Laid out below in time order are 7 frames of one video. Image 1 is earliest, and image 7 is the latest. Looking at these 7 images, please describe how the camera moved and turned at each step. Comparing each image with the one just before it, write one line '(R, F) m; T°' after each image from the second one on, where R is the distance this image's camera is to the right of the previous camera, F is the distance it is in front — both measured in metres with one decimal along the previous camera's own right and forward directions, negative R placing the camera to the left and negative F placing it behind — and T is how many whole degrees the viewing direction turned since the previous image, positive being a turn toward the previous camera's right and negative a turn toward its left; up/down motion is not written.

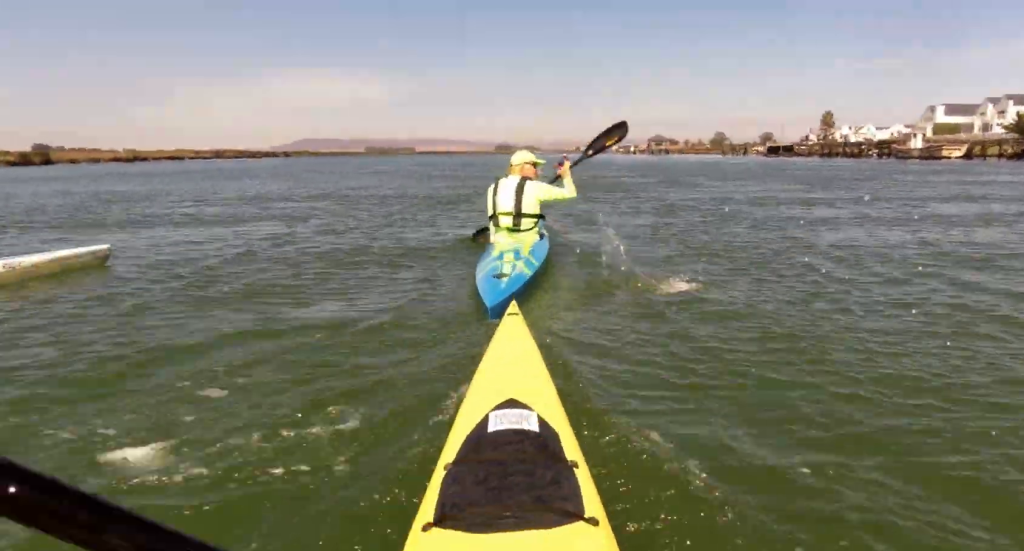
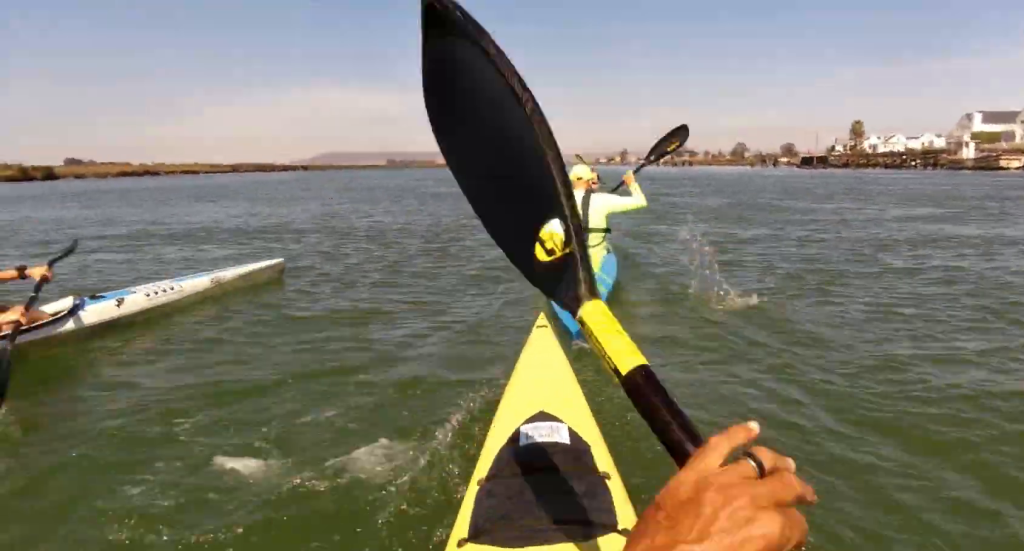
(+0.2, +8.3) m; -2°
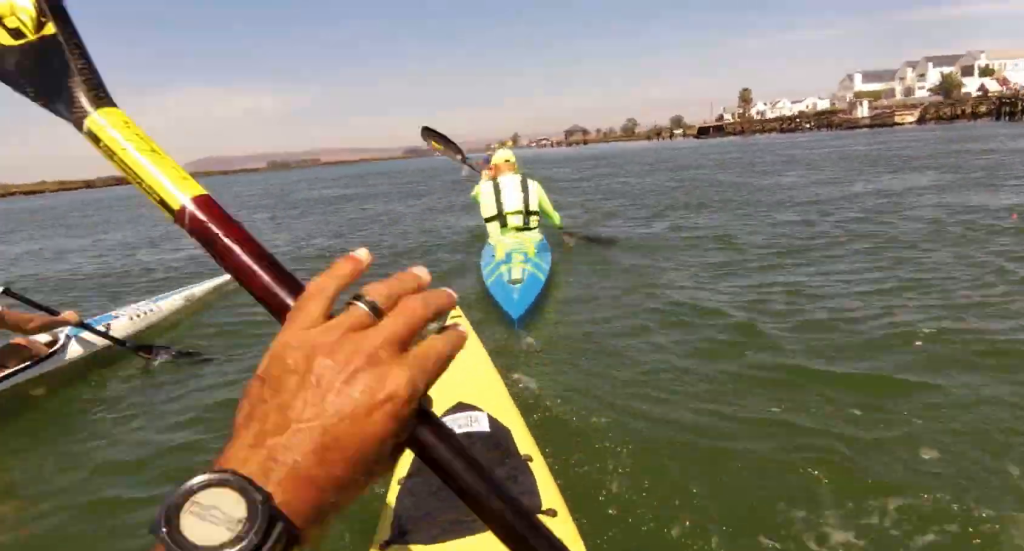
(+0.4, +5.1) m; -2°
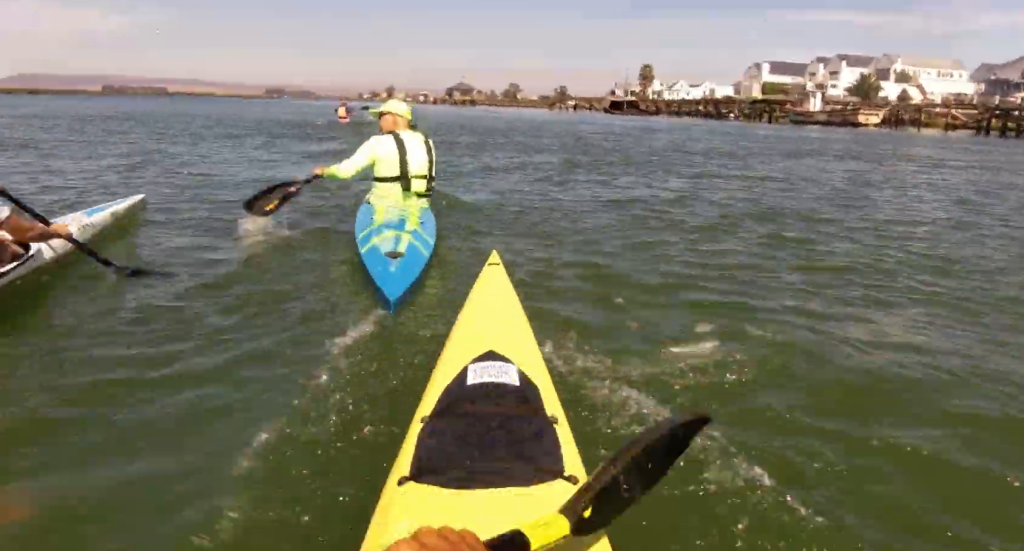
(0.0, +15.5) m; +5°
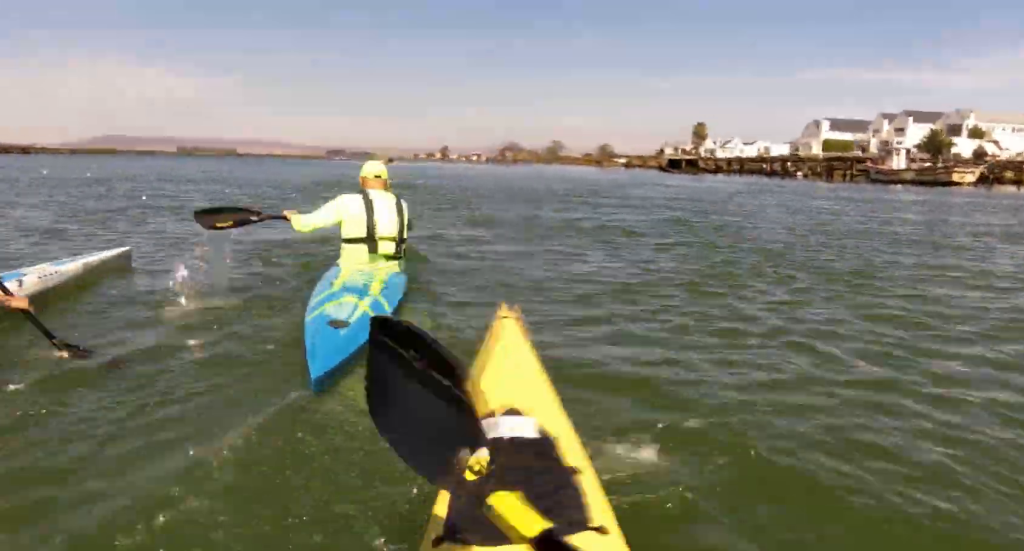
(-0.3, +5.4) m; -3°
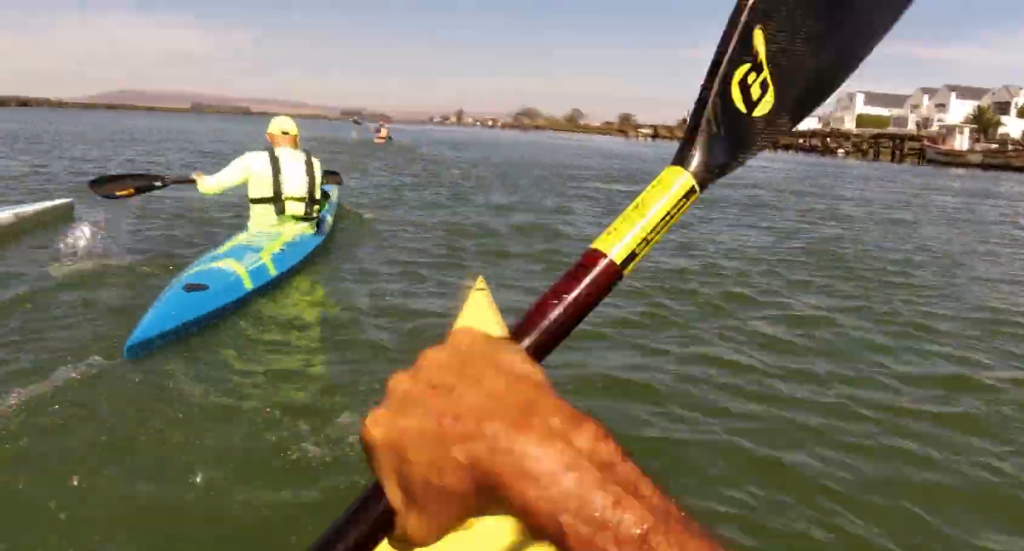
(0.0, +5.3) m; +2°
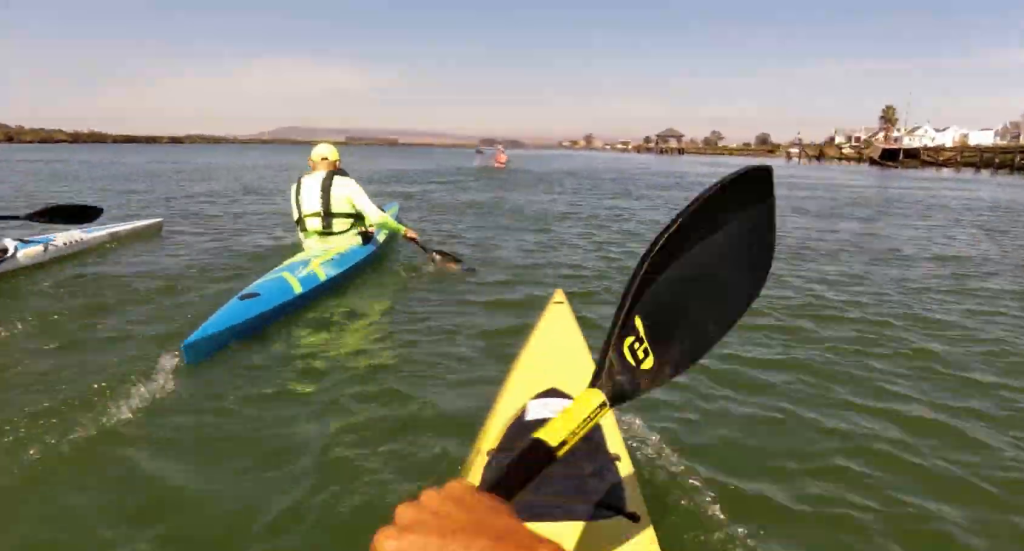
(-0.6, +14.0) m; -6°
